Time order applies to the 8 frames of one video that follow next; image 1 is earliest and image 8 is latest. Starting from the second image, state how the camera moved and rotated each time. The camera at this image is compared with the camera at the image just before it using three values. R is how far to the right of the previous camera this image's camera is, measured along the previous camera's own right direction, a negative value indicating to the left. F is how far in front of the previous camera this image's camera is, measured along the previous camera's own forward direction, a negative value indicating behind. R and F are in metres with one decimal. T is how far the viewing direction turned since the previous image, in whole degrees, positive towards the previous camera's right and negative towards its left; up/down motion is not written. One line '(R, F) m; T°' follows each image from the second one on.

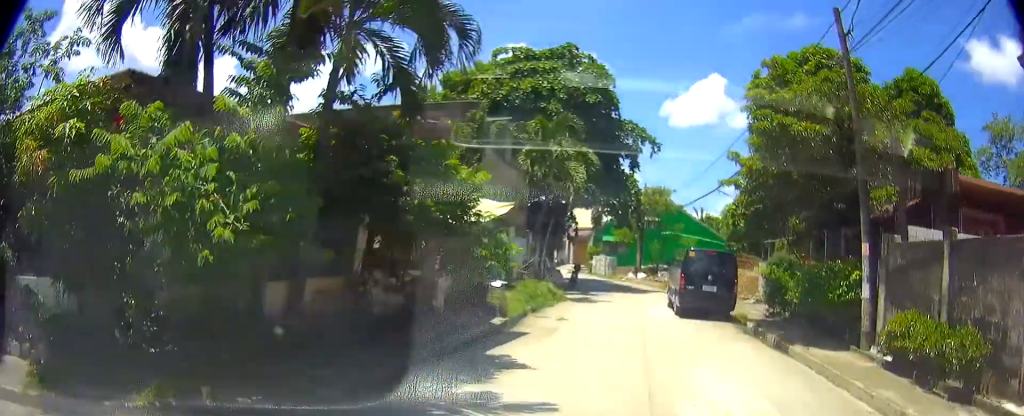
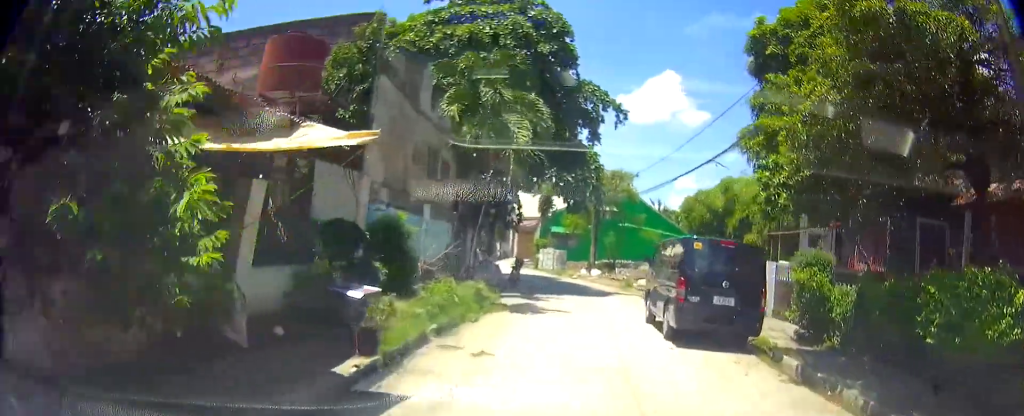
(+0.5, +8.0) m; +5°
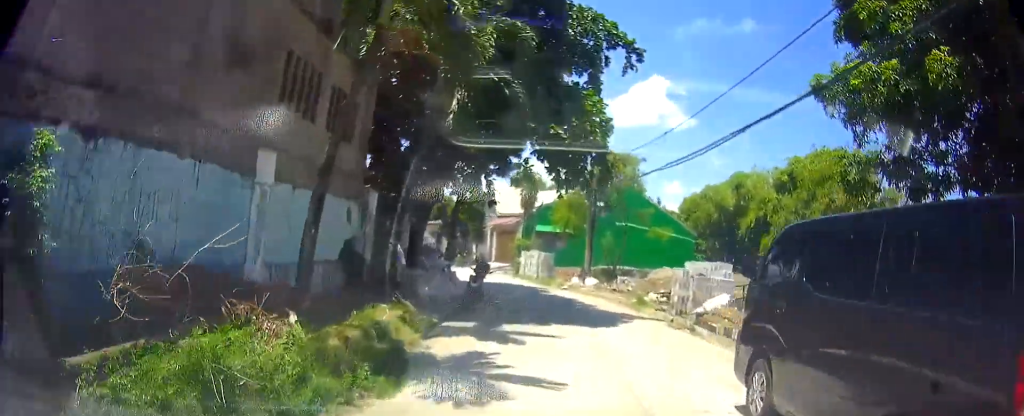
(+0.2, +9.6) m; -1°
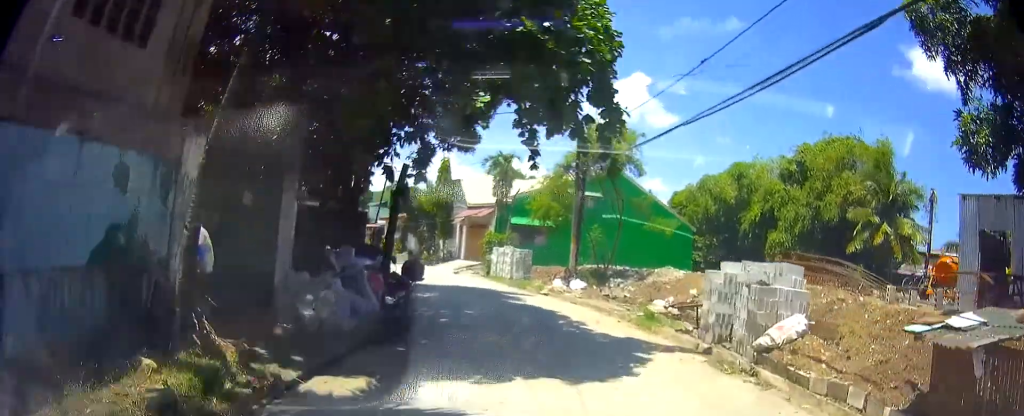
(-0.1, +6.5) m; -5°
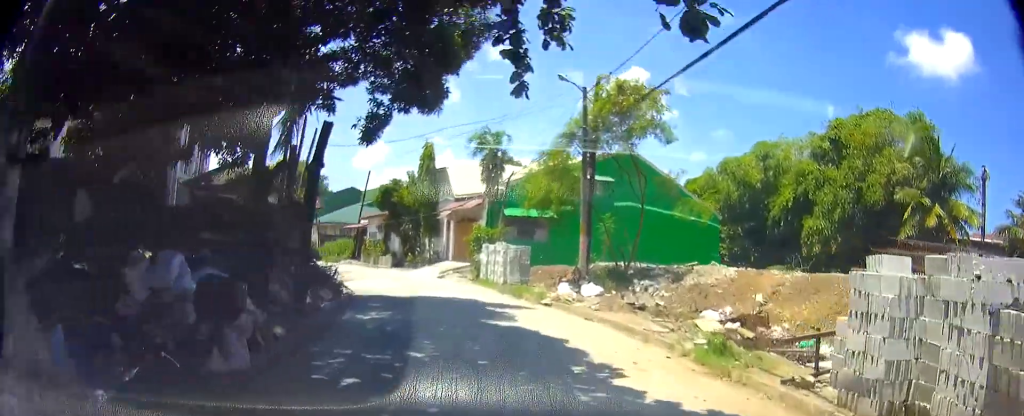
(-0.2, +6.7) m; -8°
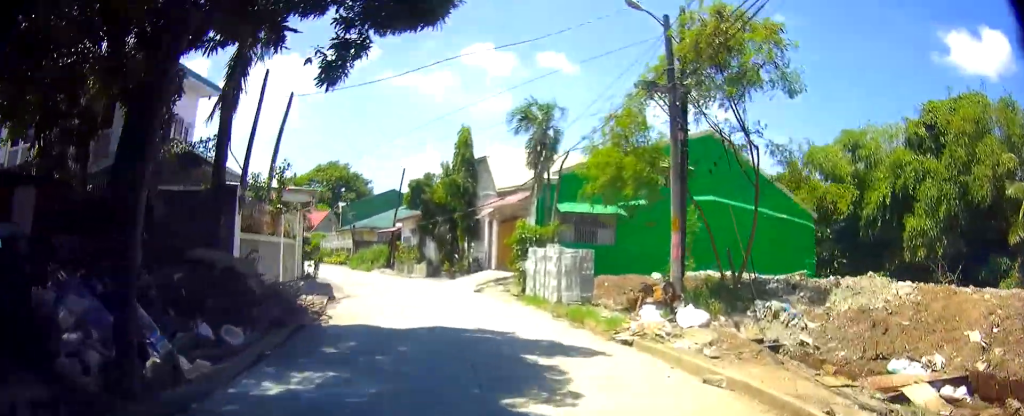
(-0.7, +7.2) m; -8°
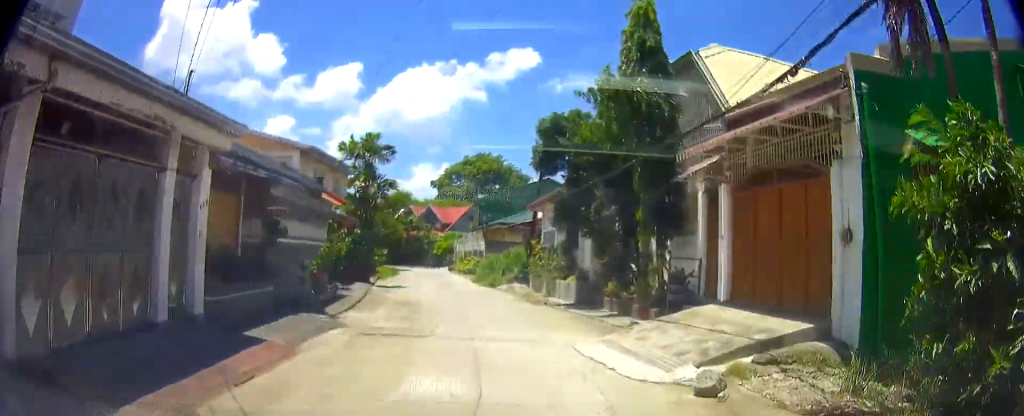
(-1.4, +17.0) m; -7°
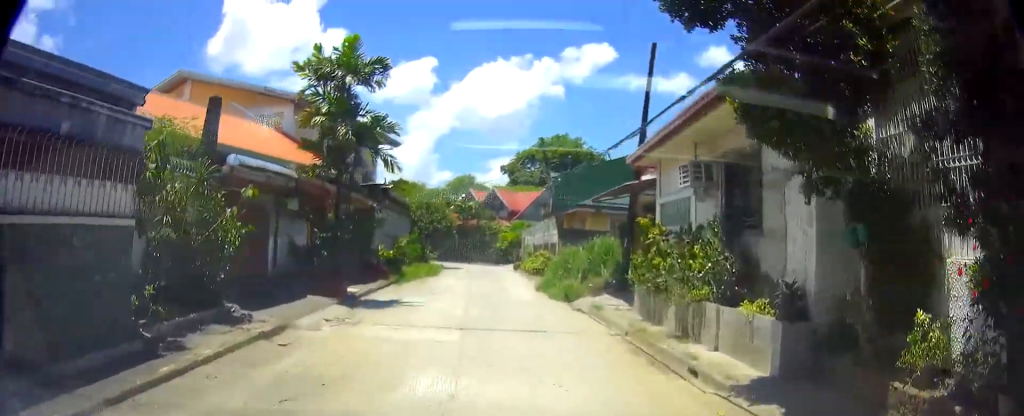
(-0.6, +11.8) m; -7°
